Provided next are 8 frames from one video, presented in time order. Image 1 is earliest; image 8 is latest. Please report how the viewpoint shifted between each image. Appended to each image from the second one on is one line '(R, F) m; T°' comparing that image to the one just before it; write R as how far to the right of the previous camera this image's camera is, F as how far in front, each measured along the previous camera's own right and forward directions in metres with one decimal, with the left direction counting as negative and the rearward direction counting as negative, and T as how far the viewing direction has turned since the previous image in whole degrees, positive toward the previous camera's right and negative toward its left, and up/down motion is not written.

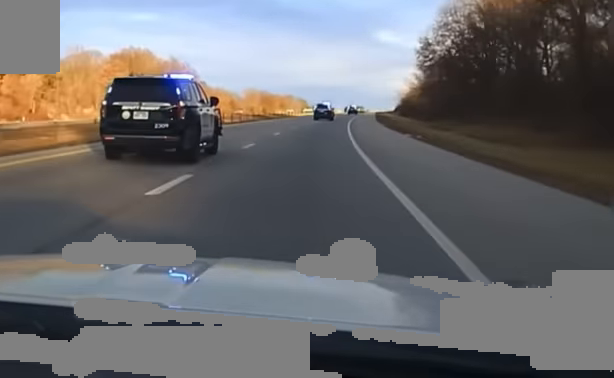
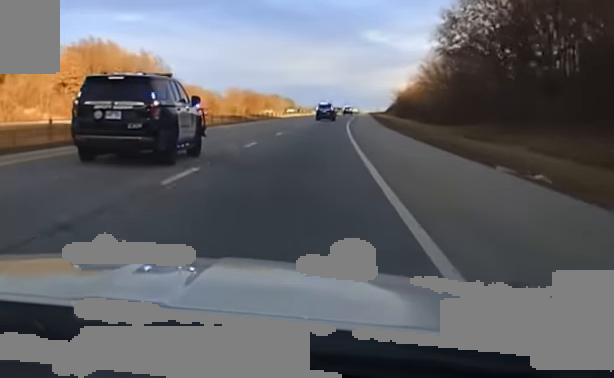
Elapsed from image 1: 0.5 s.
(+0.4, +22.8) m; +1°
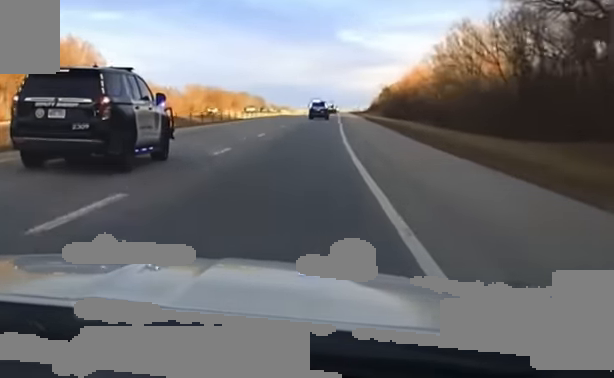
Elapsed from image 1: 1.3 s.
(+0.6, +40.4) m; +2°
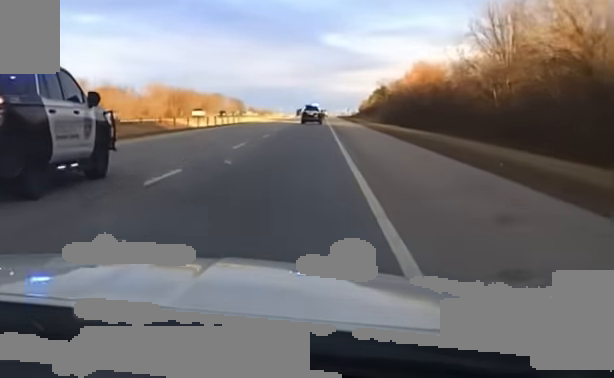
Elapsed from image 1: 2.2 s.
(+0.5, +41.1) m; +1°
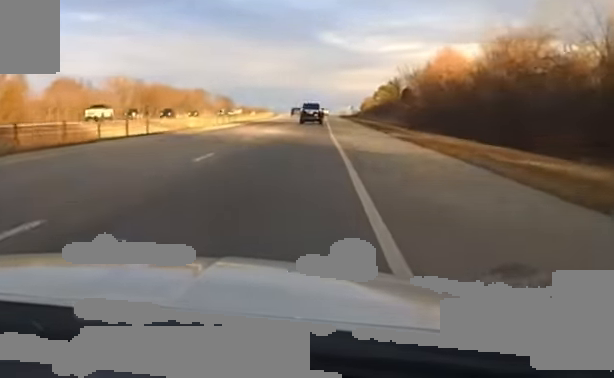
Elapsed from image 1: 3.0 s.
(+0.7, +43.6) m; +1°
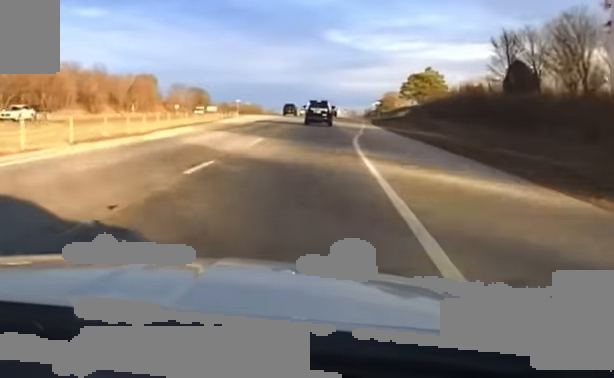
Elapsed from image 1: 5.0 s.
(-0.9, +100.1) m; 0°
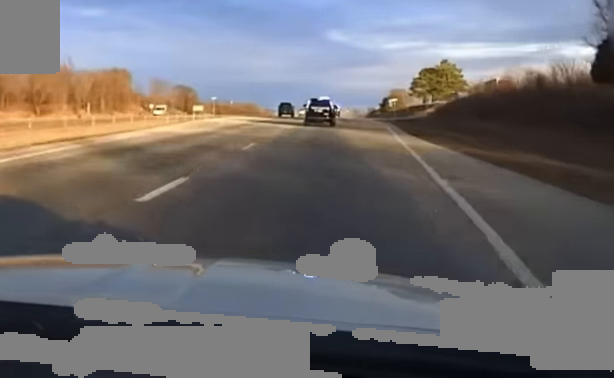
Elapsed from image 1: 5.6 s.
(+0.3, +28.0) m; 0°
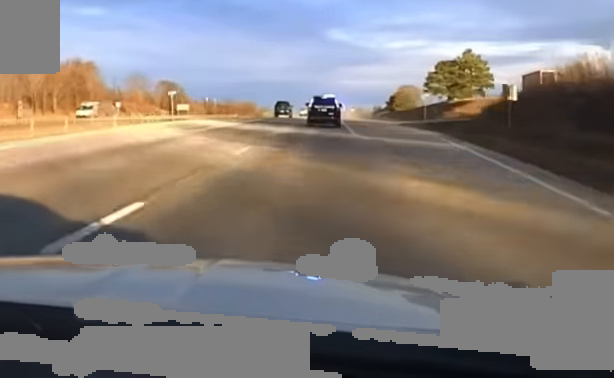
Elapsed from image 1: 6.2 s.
(+0.1, +27.8) m; 0°
